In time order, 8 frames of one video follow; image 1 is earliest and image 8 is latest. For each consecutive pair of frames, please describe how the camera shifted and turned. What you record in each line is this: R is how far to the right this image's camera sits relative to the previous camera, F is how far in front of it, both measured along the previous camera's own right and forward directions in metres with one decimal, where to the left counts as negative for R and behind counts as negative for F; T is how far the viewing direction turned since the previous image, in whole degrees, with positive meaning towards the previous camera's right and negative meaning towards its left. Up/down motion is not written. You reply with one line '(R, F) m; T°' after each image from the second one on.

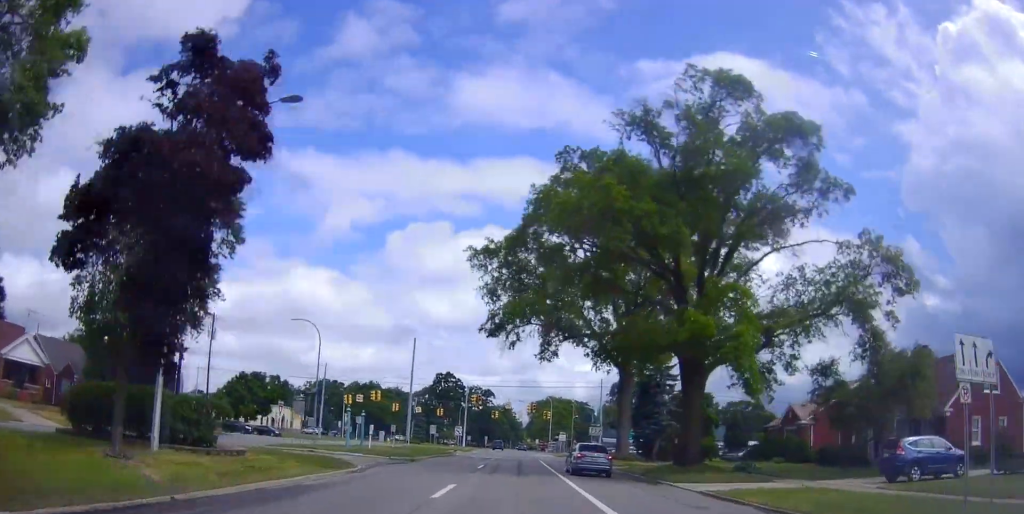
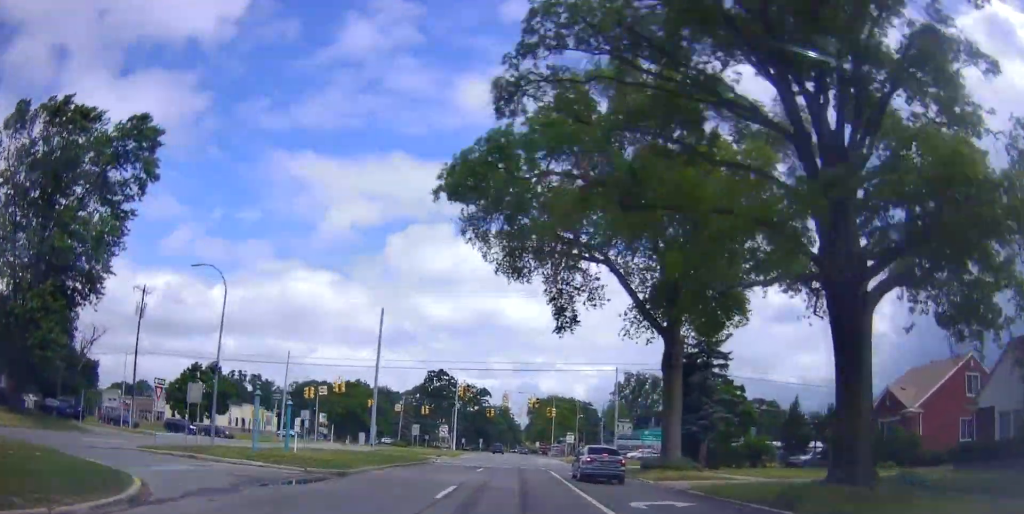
(-0.4, +14.0) m; -1°
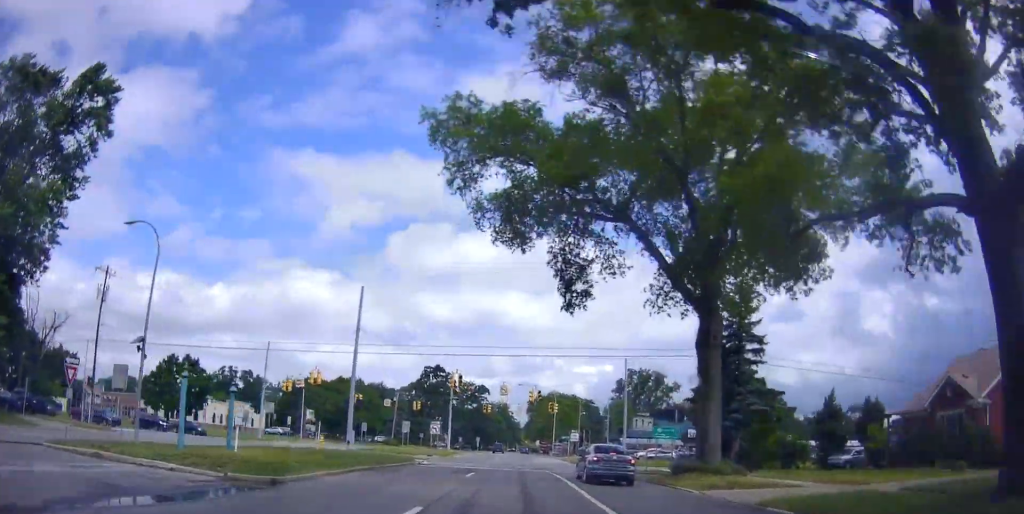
(0.0, +6.1) m; +1°
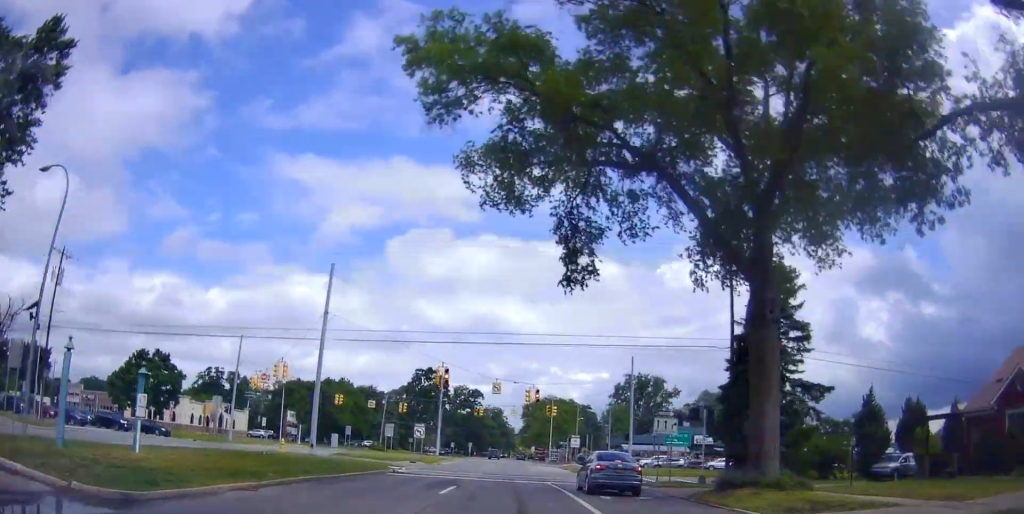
(-0.2, +6.5) m; +2°
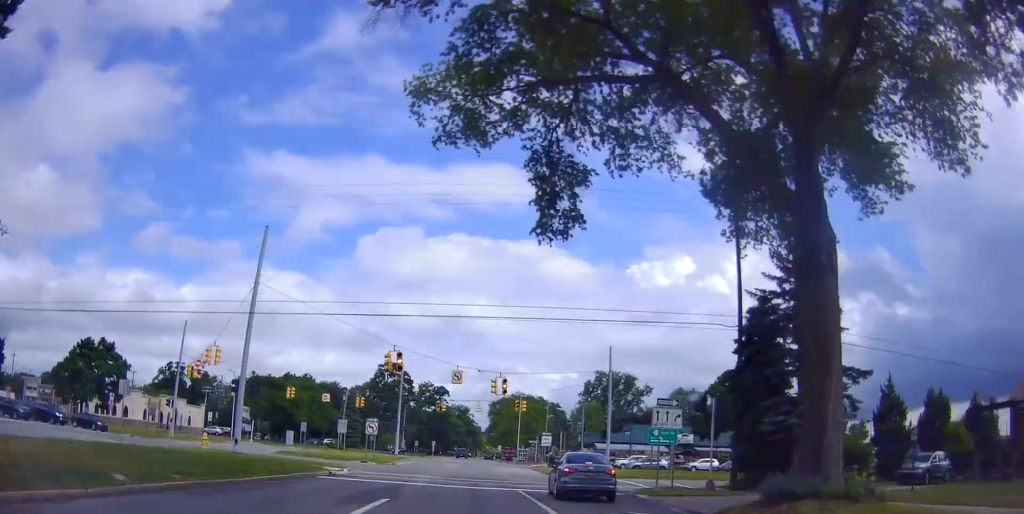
(+0.3, +6.9) m; +2°
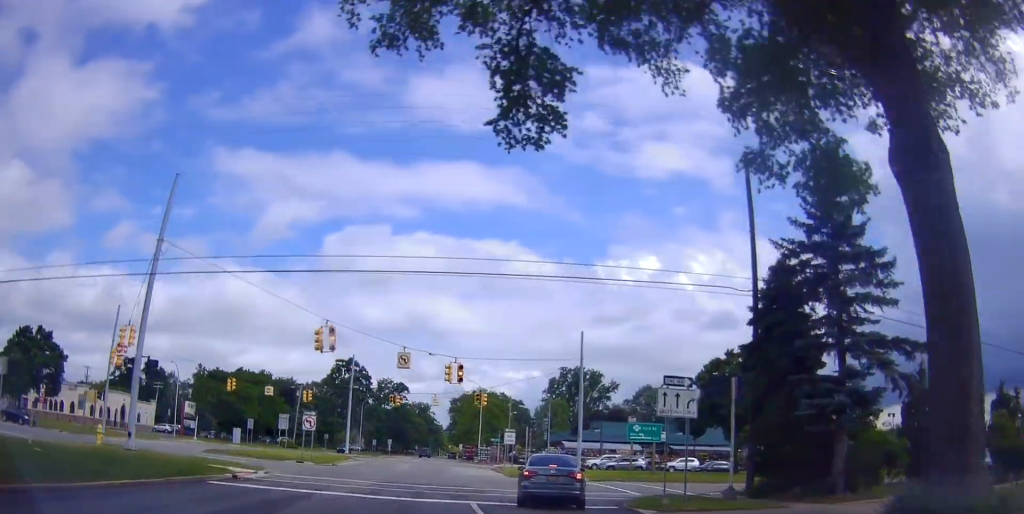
(+0.3, +8.7) m; +2°
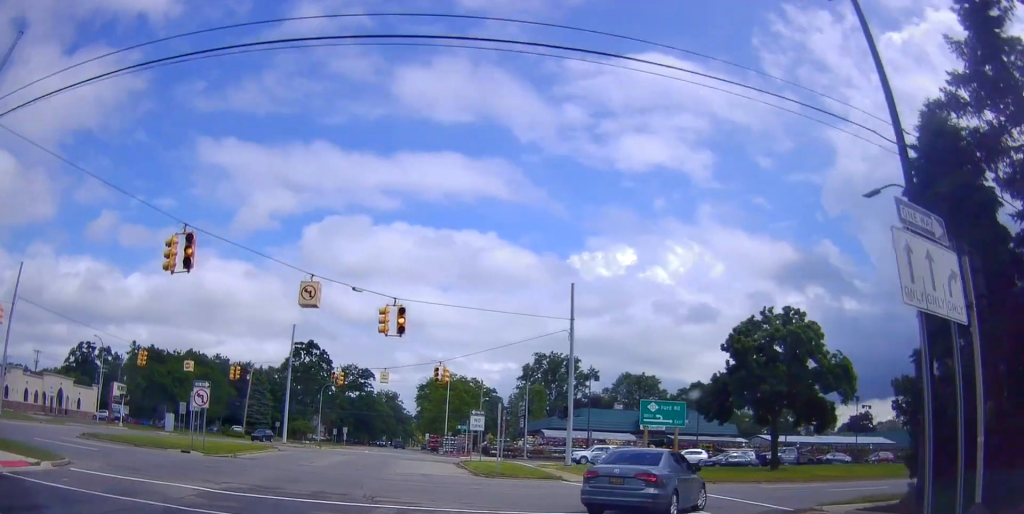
(0.0, +17.6) m; 0°
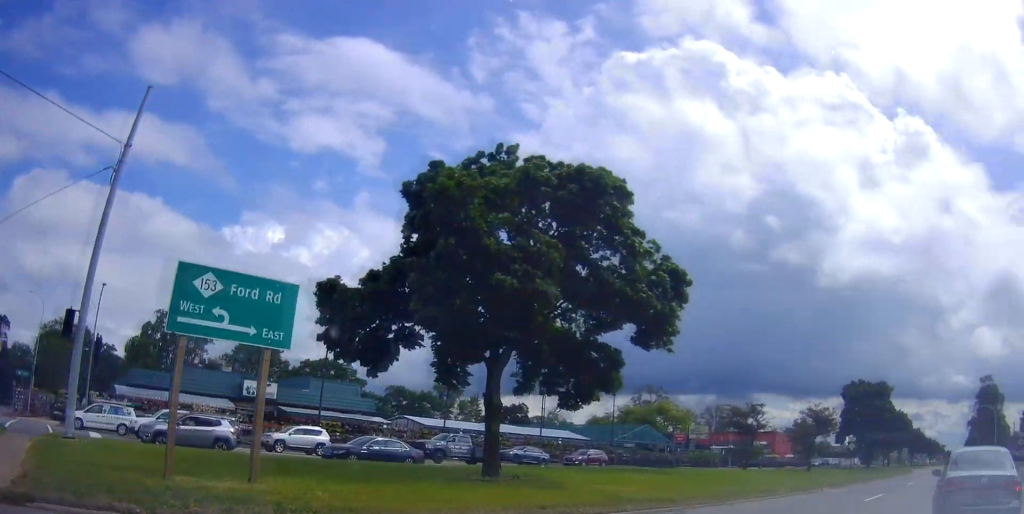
(+0.5, +24.8) m; +25°
